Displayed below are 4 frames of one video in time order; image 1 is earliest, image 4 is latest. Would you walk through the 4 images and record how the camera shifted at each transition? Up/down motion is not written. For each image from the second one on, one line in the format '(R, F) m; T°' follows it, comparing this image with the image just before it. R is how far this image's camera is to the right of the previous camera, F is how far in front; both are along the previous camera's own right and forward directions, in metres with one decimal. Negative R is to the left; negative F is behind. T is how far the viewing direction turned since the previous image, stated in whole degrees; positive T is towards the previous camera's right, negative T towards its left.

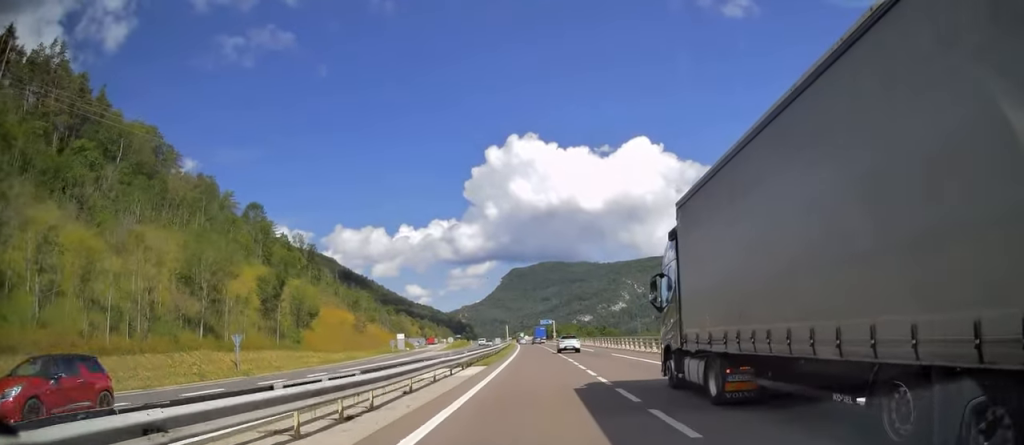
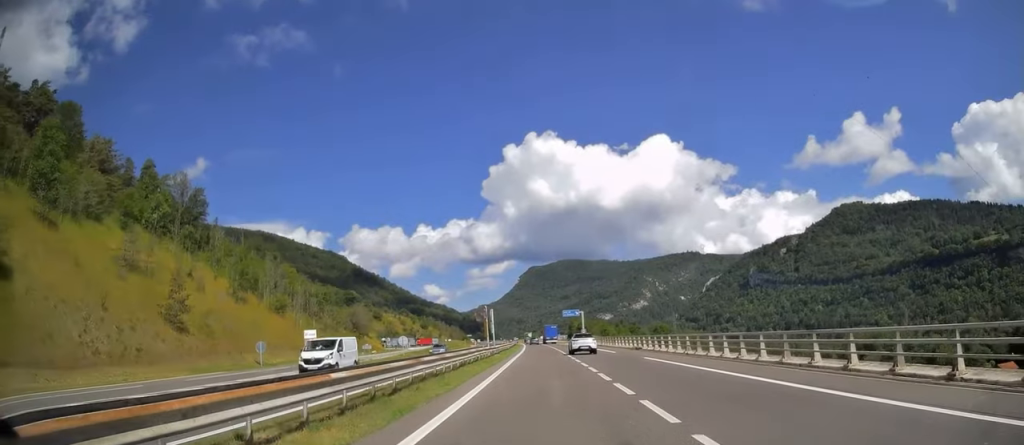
(-1.1, +63.7) m; -2°
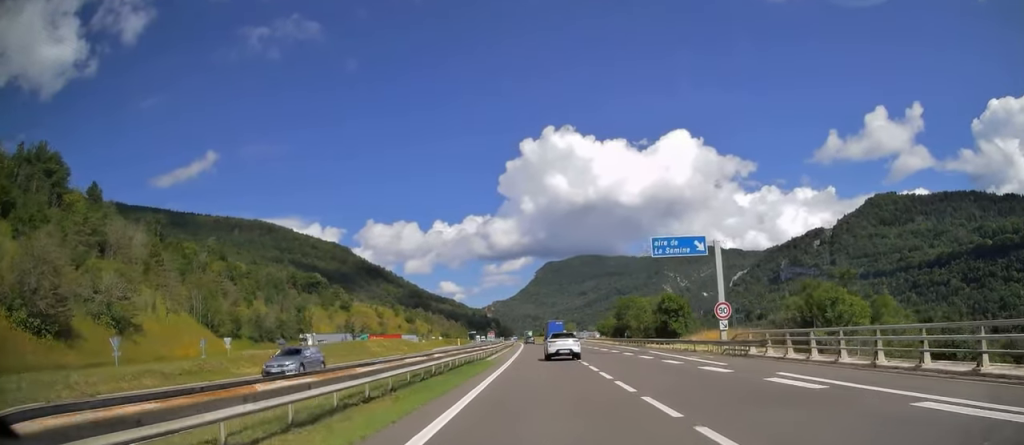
(-1.2, +94.4) m; -1°
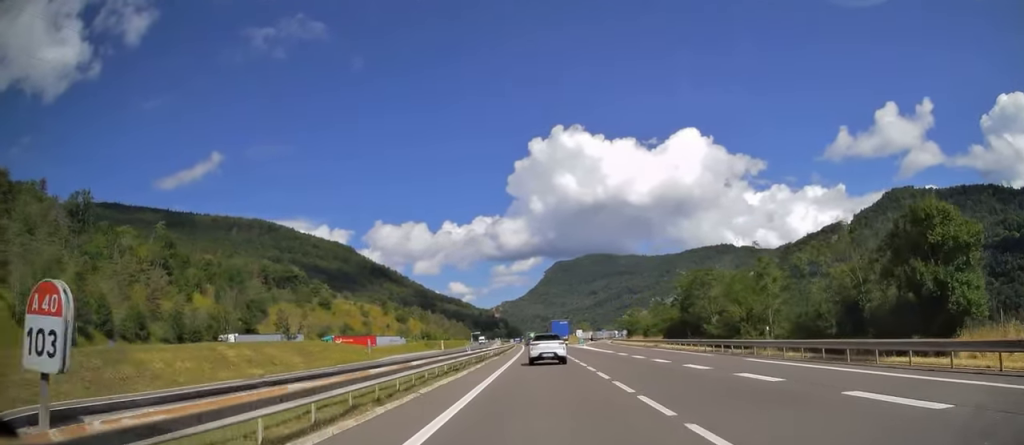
(-0.5, +43.0) m; -1°
